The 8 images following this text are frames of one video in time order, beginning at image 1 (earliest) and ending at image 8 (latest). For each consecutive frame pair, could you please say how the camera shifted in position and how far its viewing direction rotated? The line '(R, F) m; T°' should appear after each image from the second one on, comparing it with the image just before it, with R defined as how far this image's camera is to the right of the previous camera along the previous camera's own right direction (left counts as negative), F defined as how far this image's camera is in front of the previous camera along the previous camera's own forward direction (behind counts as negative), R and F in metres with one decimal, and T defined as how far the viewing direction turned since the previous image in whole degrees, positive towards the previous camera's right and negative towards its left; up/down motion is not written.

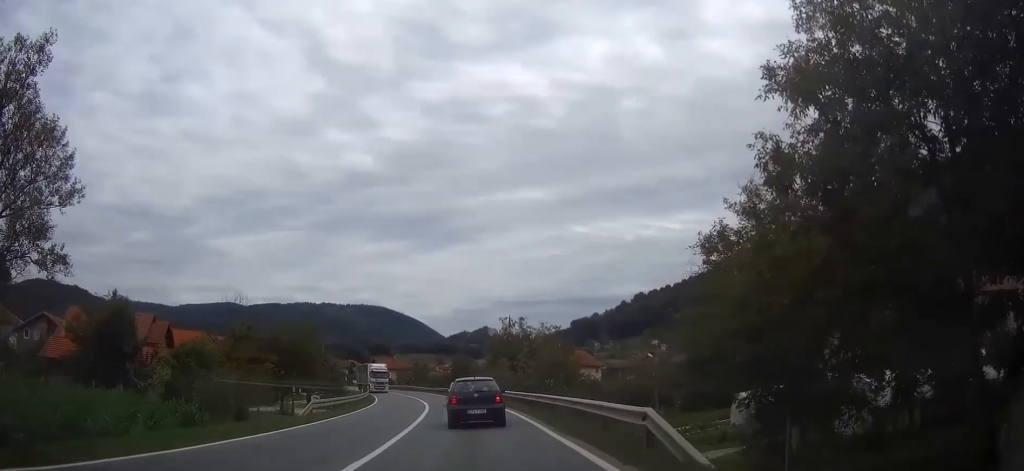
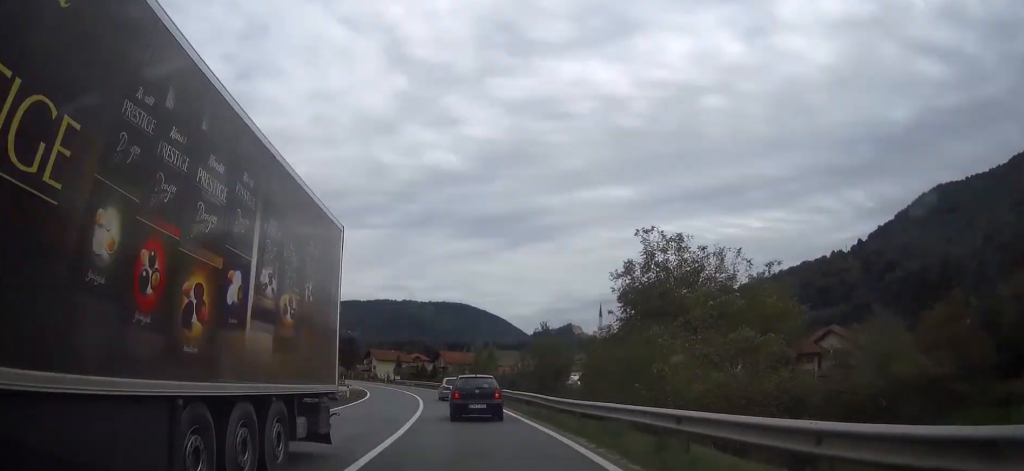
(-2.8, +42.1) m; -7°
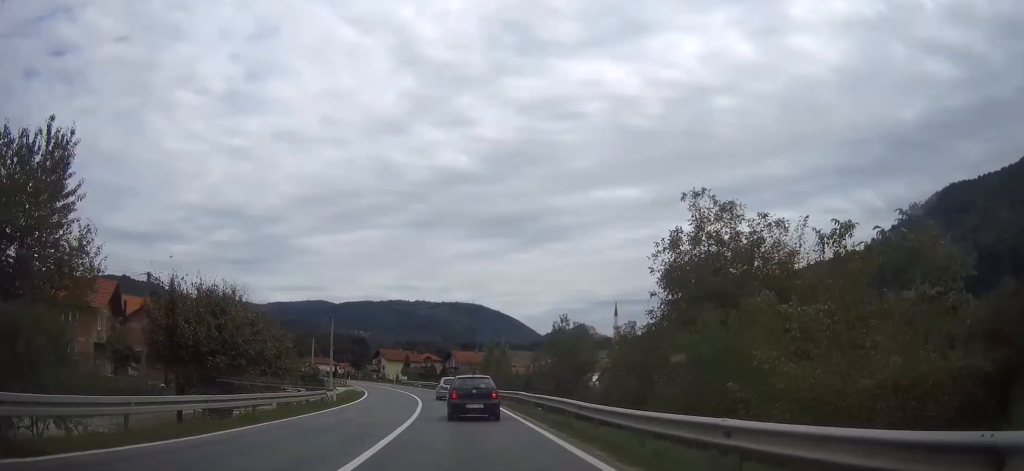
(-0.1, +7.0) m; -1°
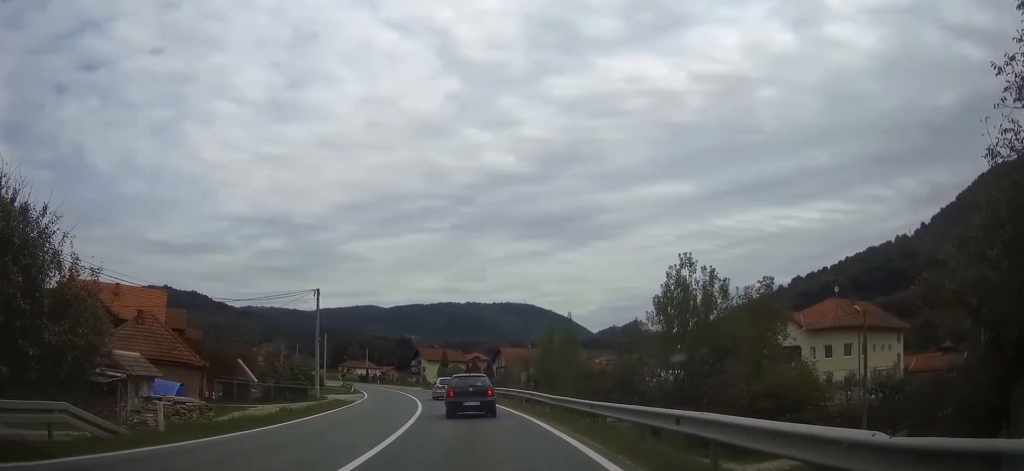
(-0.8, +23.0) m; -4°
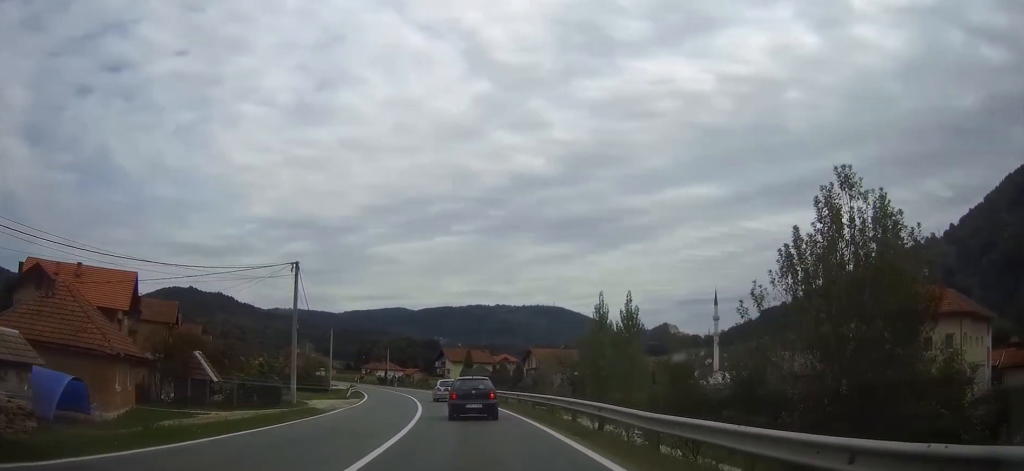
(-0.3, +12.0) m; -3°
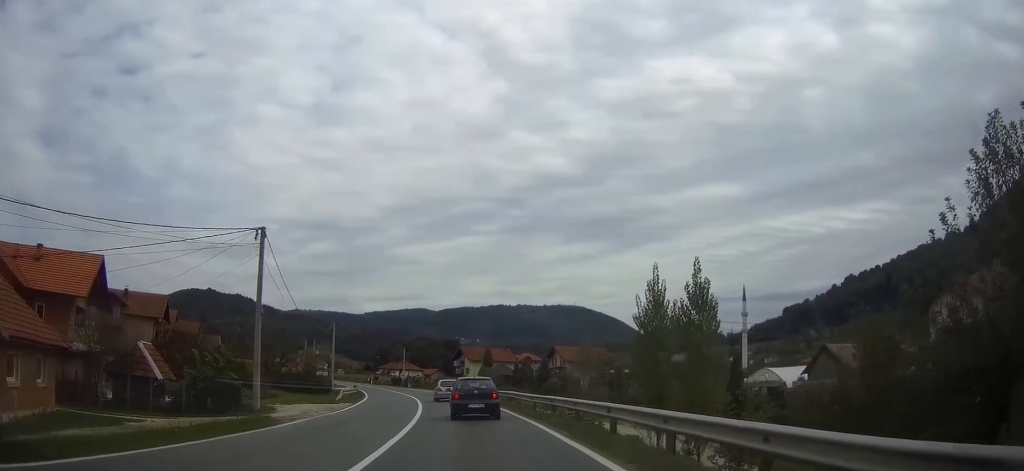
(-0.1, +8.9) m; -2°
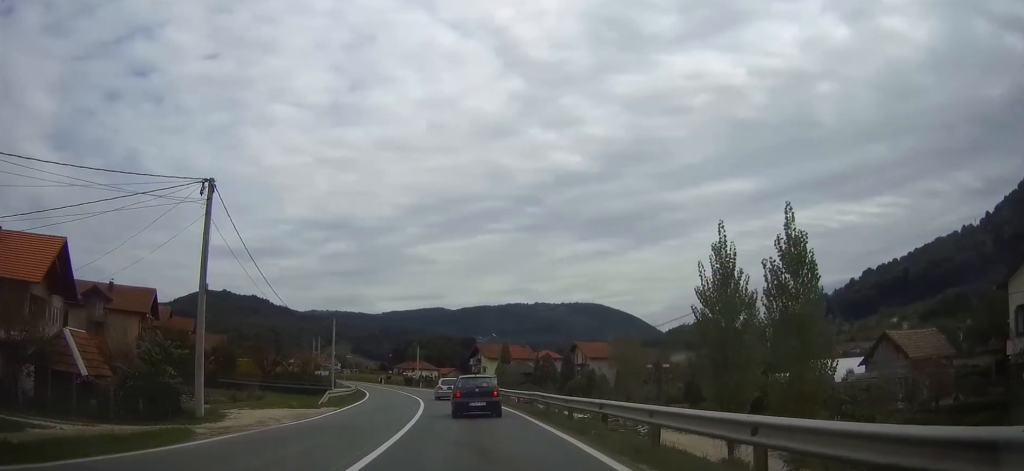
(-0.2, +7.4) m; -1°
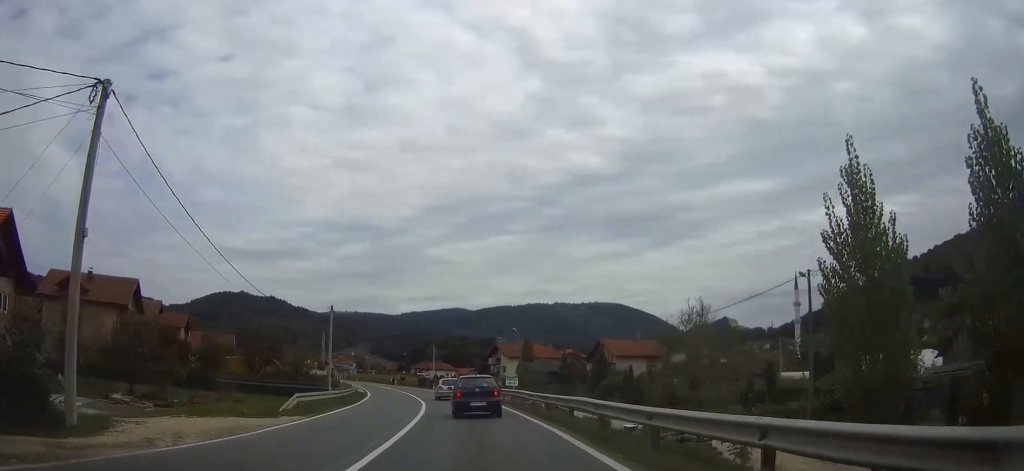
(-0.1, +8.4) m; -1°
